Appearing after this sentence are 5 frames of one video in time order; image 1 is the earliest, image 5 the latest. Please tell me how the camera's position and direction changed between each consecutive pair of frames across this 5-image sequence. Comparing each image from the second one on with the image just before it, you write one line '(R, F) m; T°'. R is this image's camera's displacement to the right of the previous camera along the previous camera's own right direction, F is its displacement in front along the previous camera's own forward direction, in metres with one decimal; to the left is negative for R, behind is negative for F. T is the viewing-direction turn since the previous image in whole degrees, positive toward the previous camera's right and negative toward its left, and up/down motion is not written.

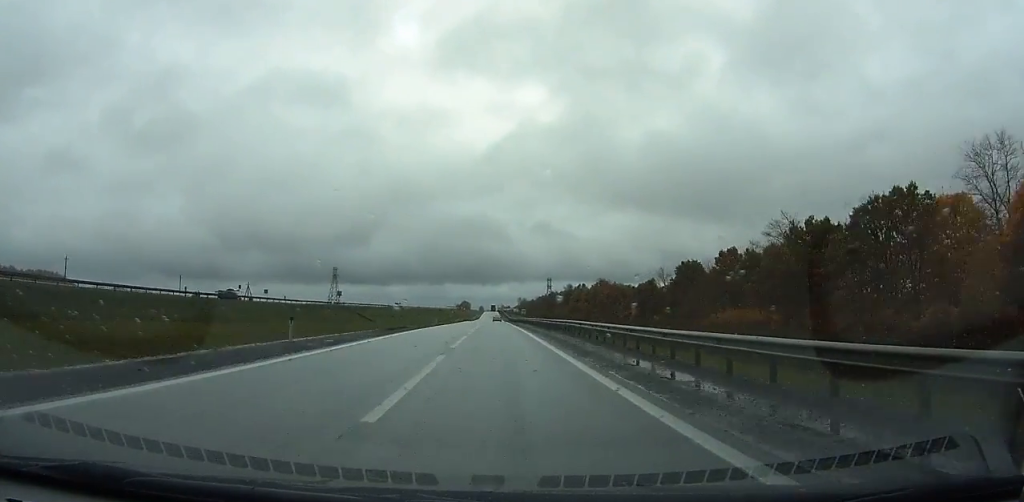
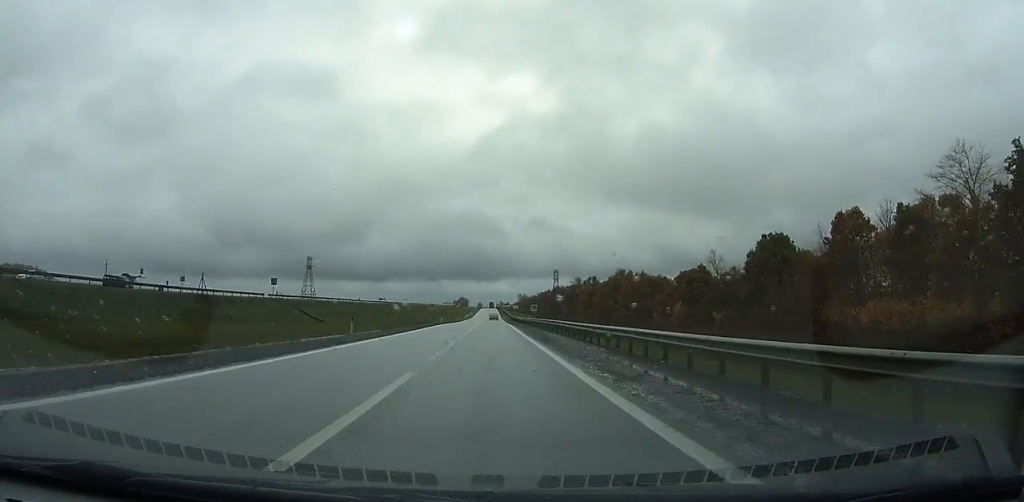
(+0.2, +41.5) m; 0°
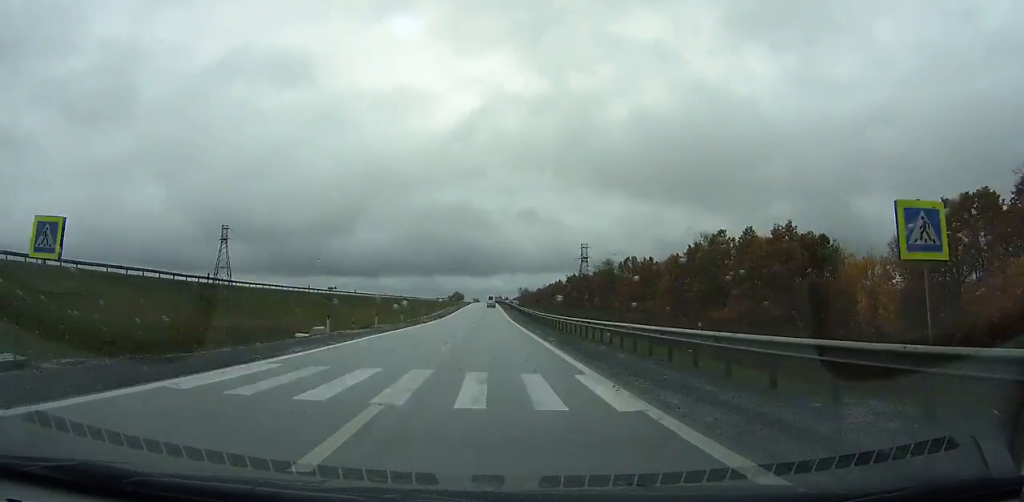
(0.0, +85.9) m; 0°
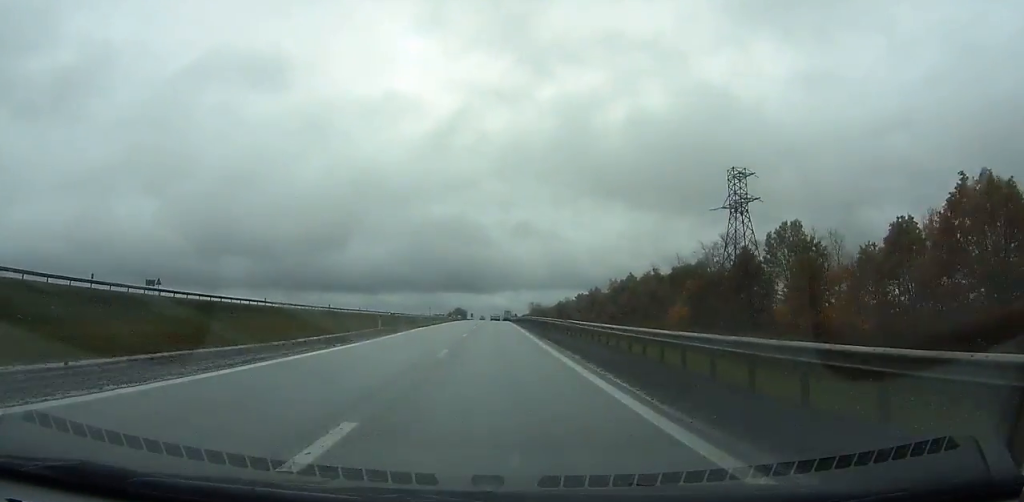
(0.0, +107.6) m; 0°
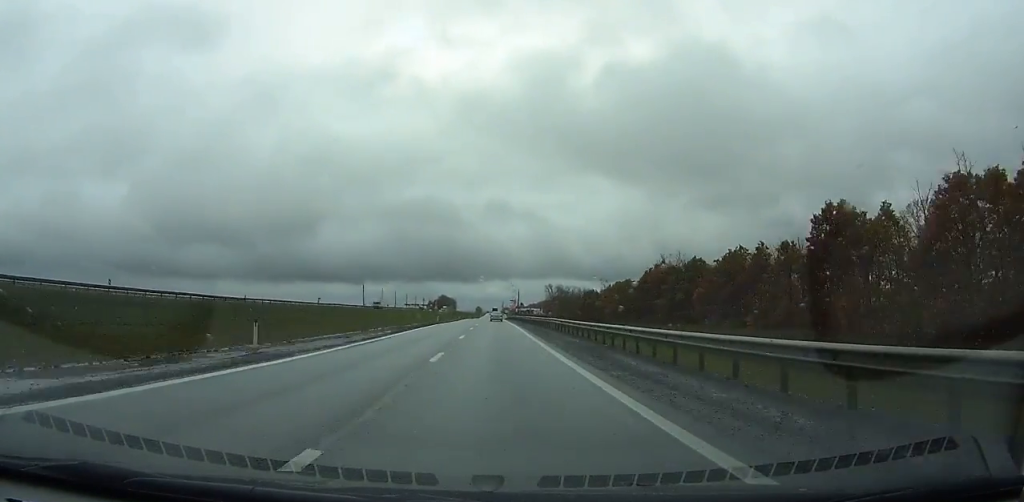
(+0.4, +210.3) m; 0°
